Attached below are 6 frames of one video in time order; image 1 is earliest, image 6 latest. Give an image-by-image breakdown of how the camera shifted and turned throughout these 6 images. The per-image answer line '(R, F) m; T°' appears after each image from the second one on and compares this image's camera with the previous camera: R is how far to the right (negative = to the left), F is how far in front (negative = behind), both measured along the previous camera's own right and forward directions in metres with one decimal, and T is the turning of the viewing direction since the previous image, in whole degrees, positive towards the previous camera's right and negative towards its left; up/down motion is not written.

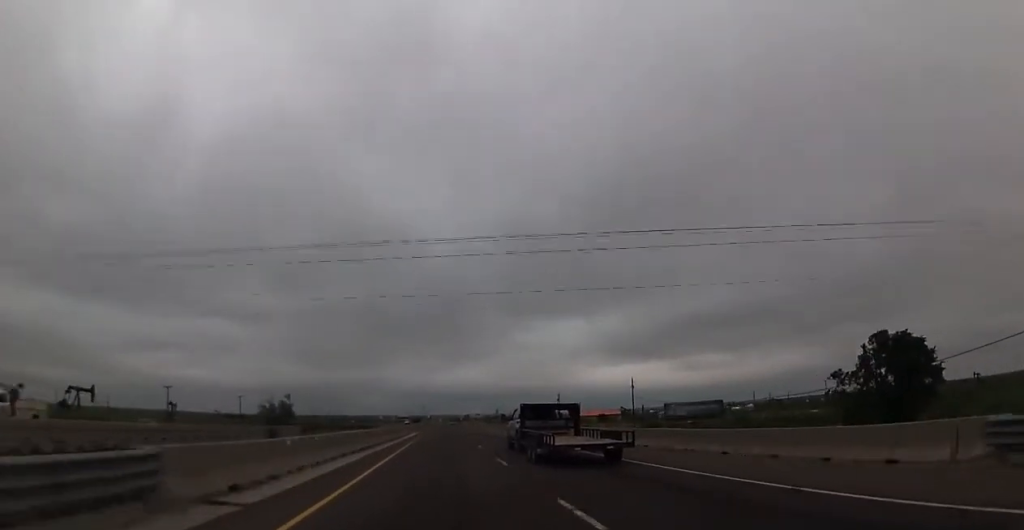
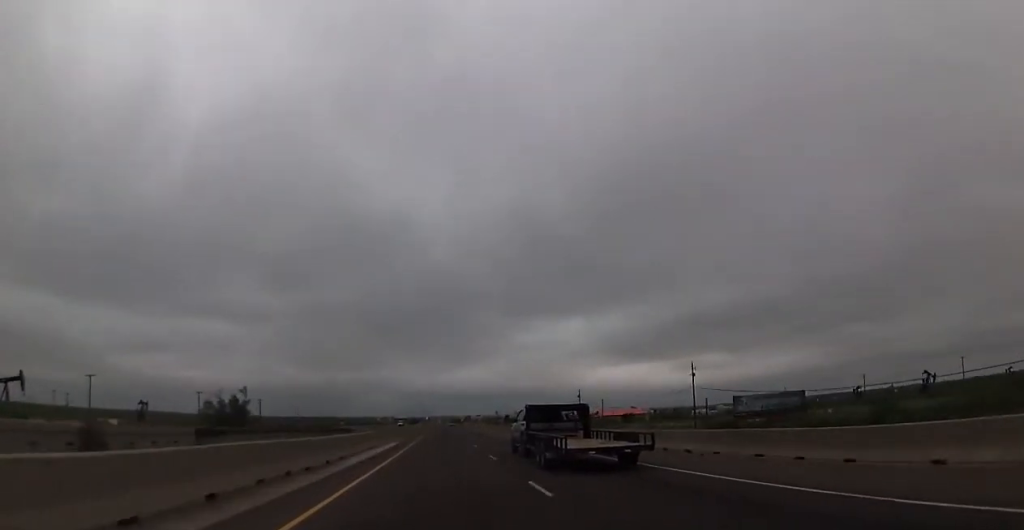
(+0.1, +33.0) m; 0°
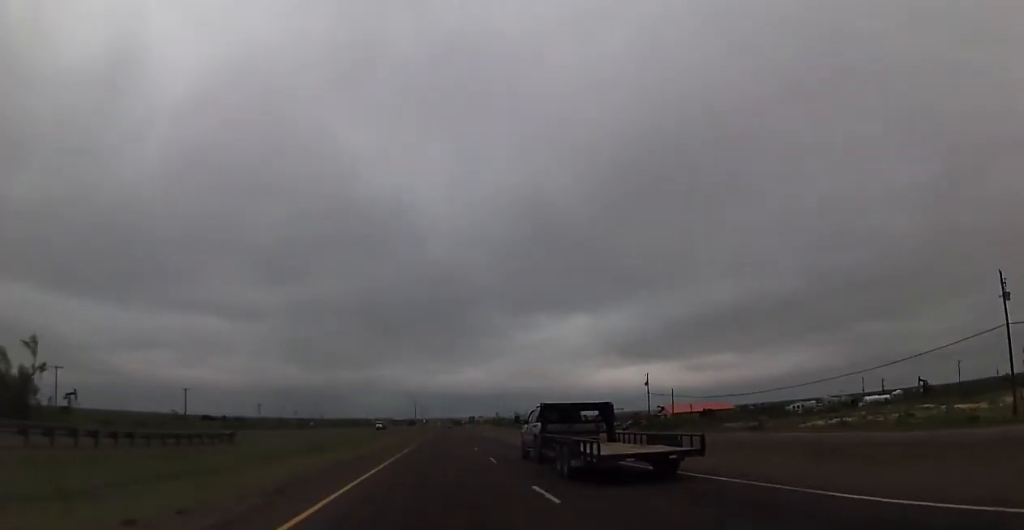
(0.0, +62.4) m; -1°
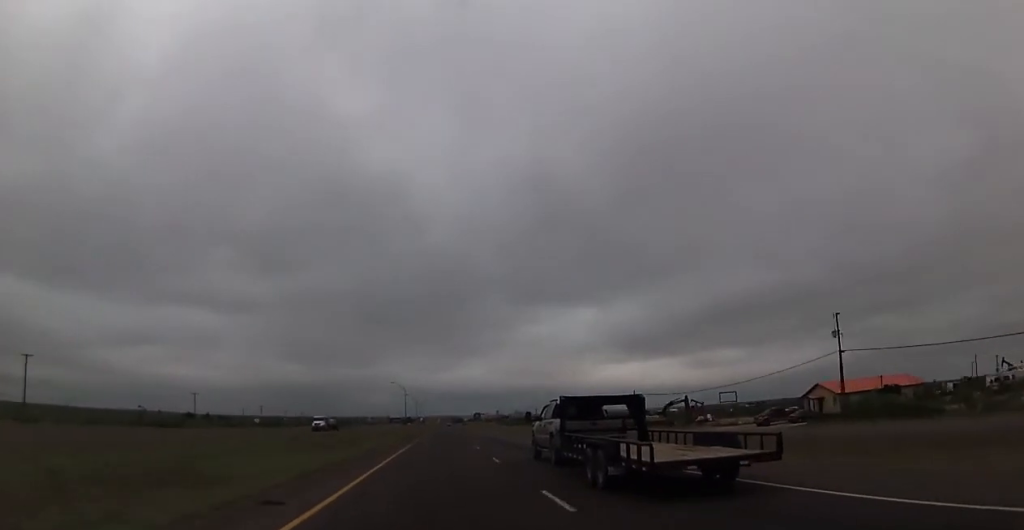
(-0.3, +62.5) m; 0°
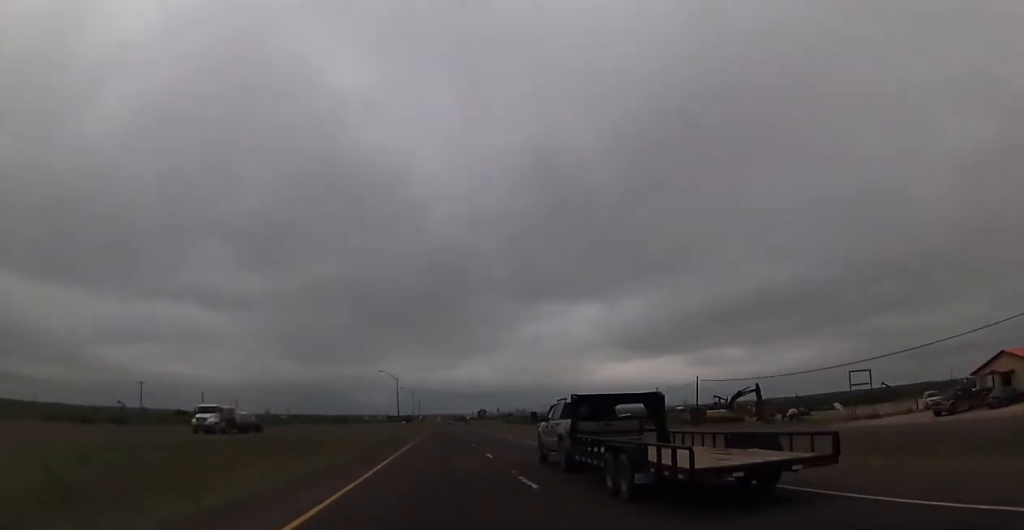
(+0.2, +33.1) m; 0°
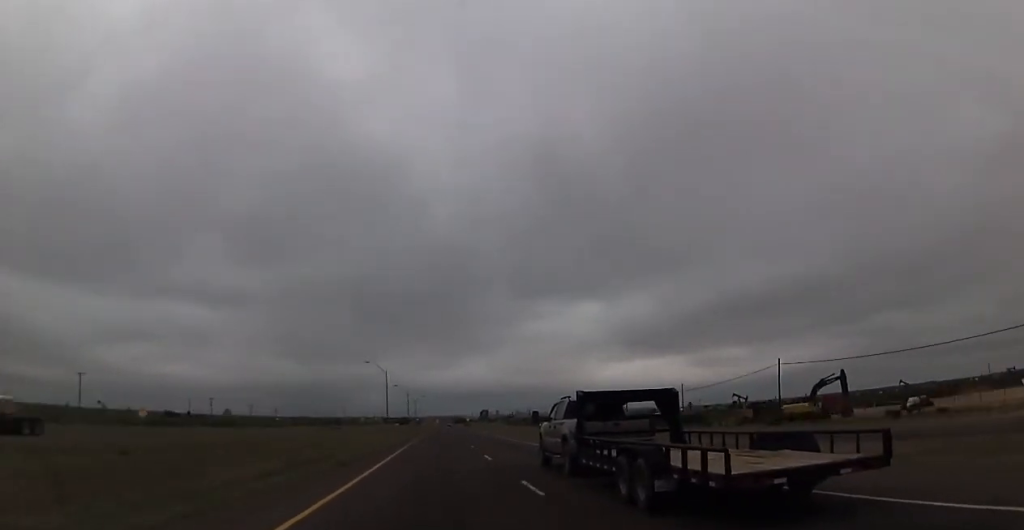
(0.0, +25.7) m; -1°
